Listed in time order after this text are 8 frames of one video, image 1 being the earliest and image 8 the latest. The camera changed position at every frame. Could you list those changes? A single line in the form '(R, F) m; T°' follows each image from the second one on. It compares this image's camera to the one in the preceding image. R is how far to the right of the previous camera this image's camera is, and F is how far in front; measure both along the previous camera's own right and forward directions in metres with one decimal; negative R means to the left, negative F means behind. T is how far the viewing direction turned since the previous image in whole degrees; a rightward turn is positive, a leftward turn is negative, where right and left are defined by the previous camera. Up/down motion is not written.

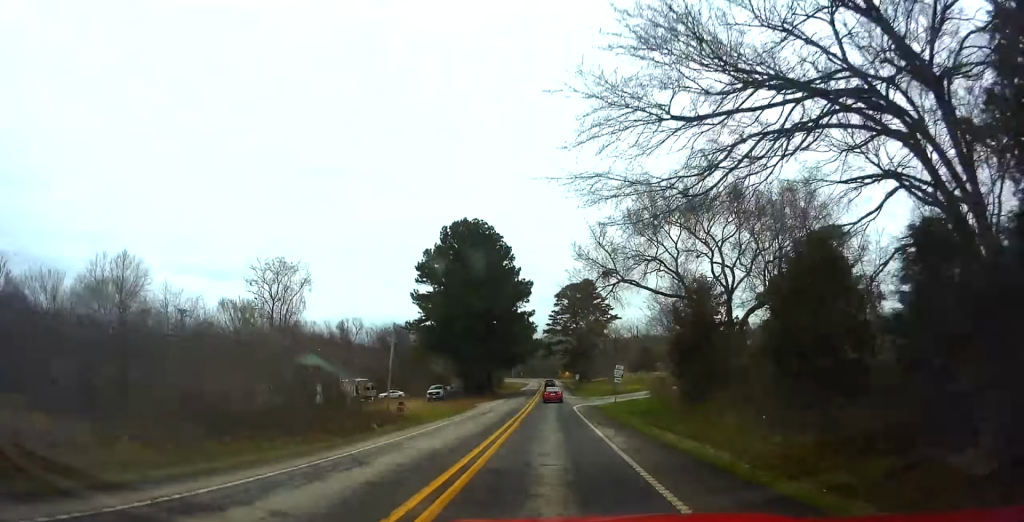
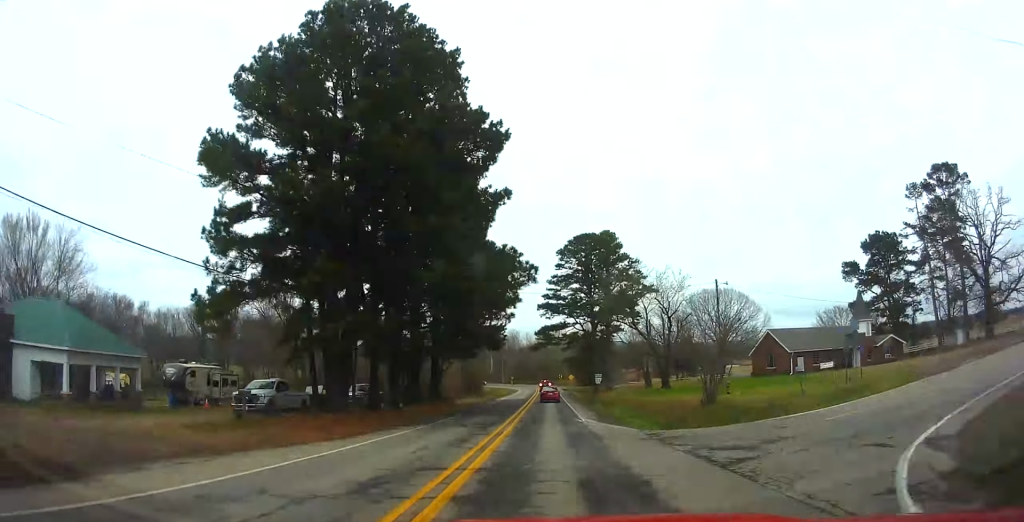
(+0.9, +43.1) m; +1°
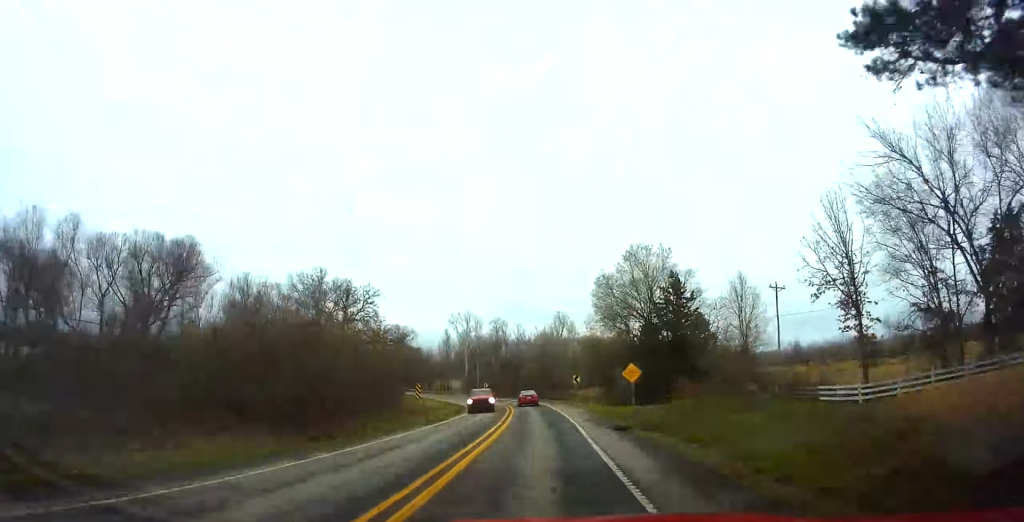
(0.0, +76.8) m; -2°
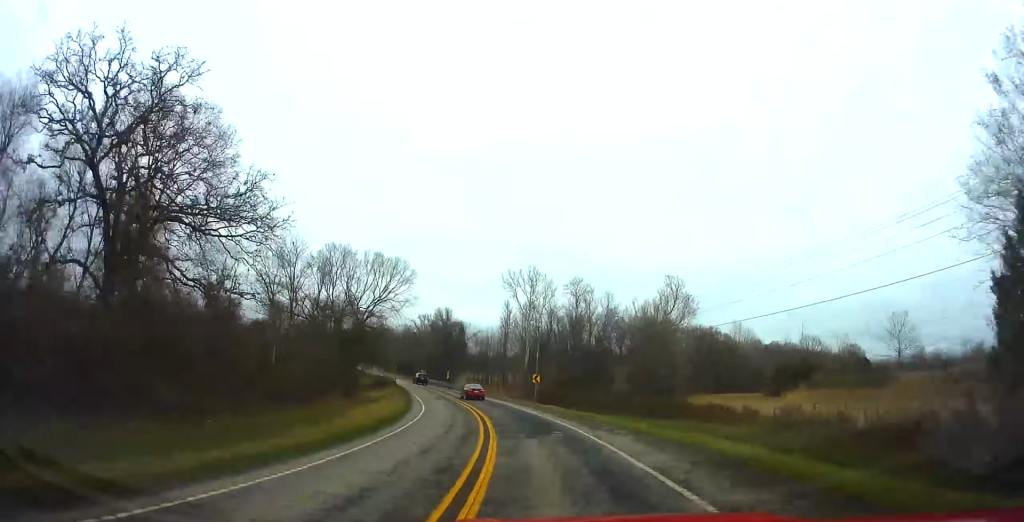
(-1.6, +60.3) m; -8°
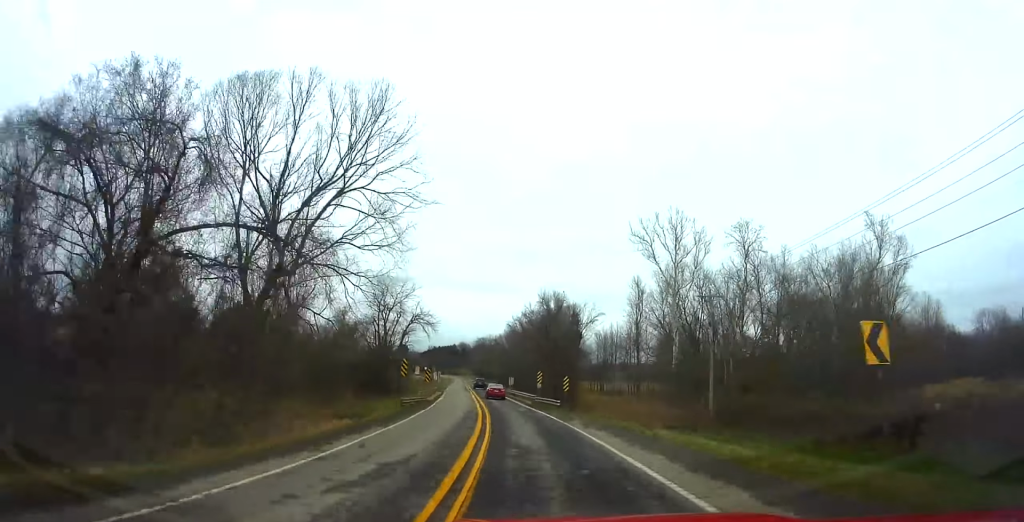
(-3.5, +41.7) m; -7°
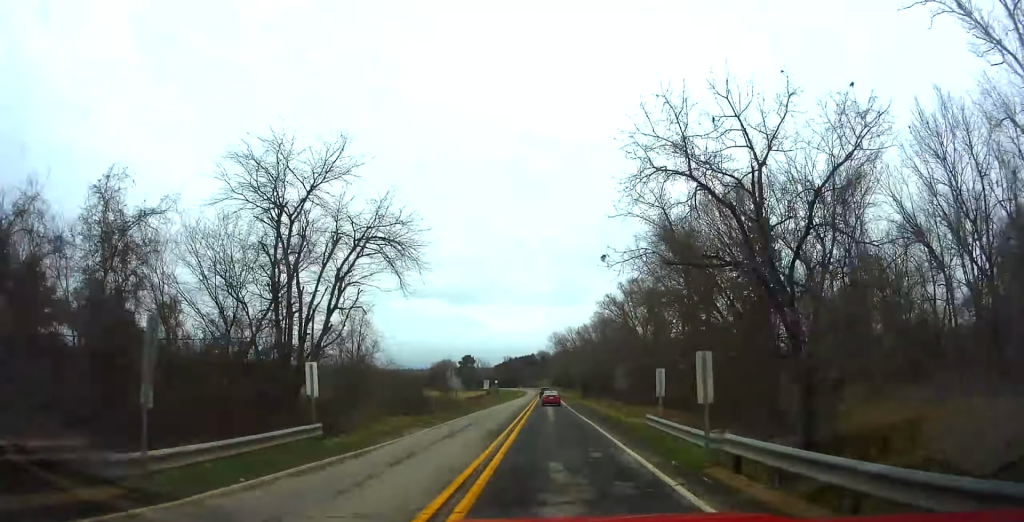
(-5.3, +55.1) m; -9°
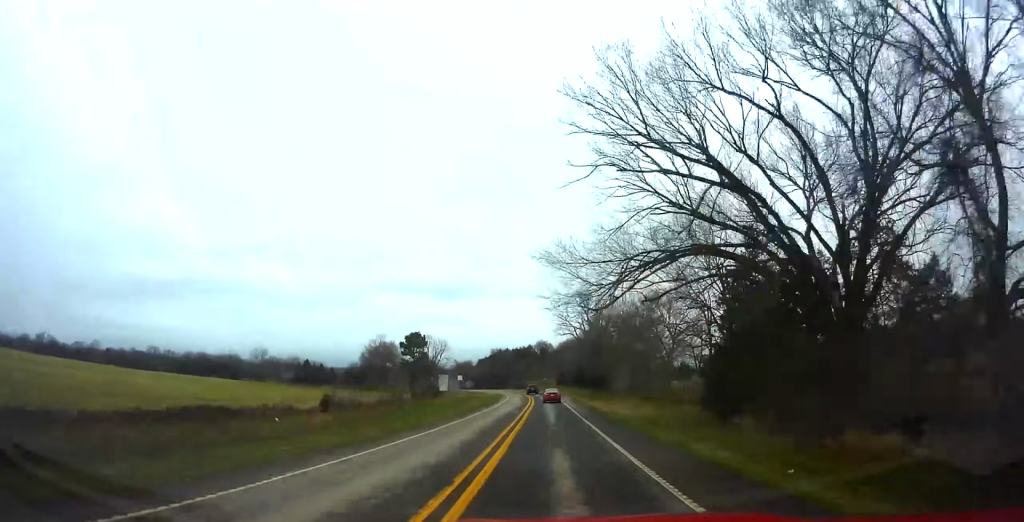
(-8.0, +116.8) m; -4°
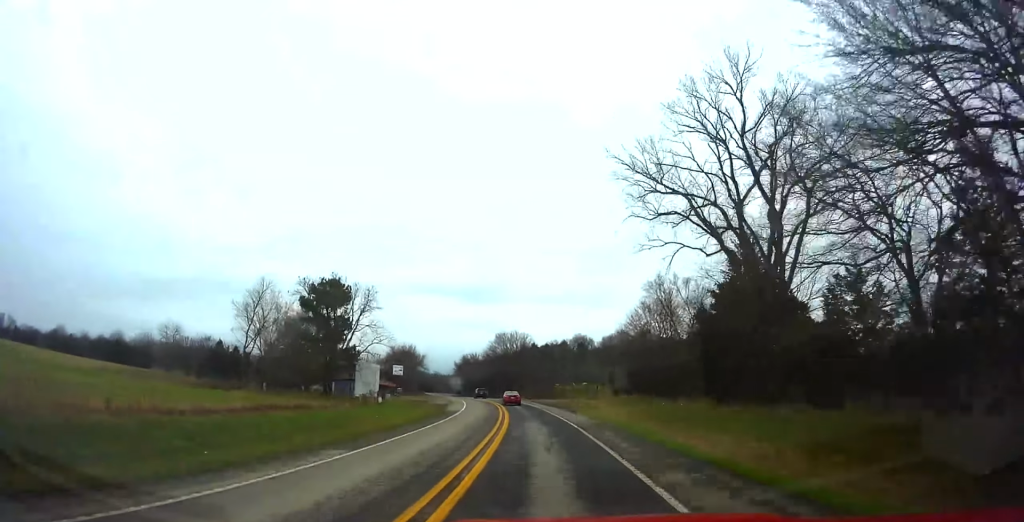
(-1.0, +83.9) m; -4°
